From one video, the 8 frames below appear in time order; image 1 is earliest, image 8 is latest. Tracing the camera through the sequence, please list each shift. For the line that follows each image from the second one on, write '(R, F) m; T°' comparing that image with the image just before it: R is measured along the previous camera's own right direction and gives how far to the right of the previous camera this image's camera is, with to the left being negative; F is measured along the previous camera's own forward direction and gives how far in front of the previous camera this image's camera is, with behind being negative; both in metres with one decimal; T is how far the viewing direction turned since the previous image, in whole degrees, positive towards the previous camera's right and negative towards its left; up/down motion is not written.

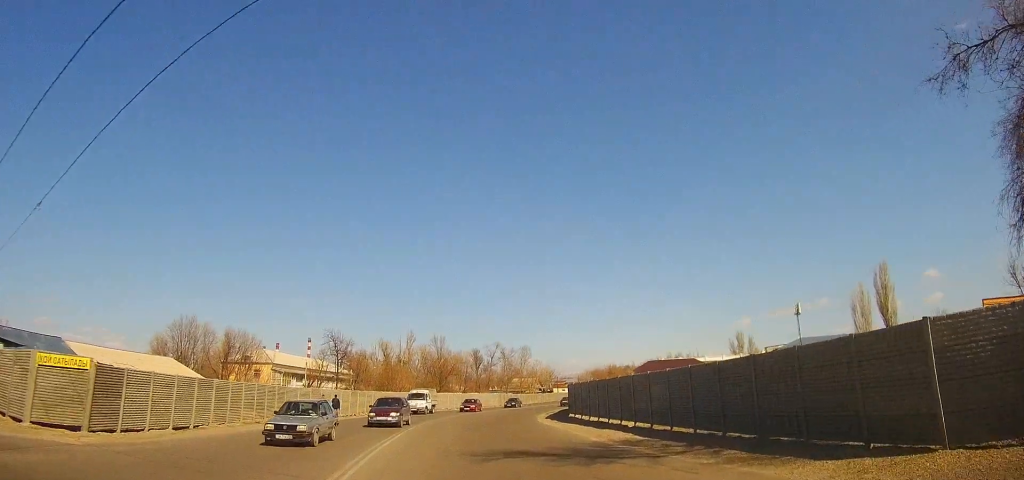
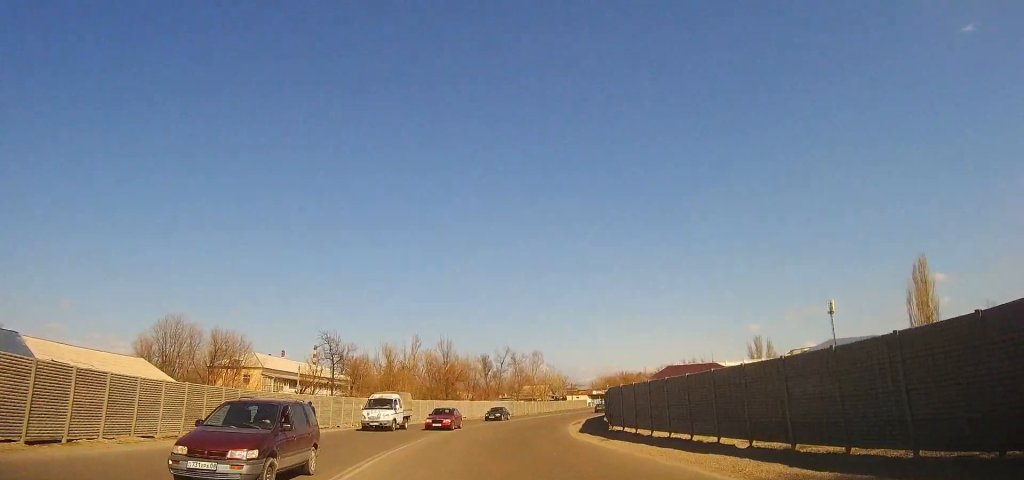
(-0.4, +9.0) m; -3°
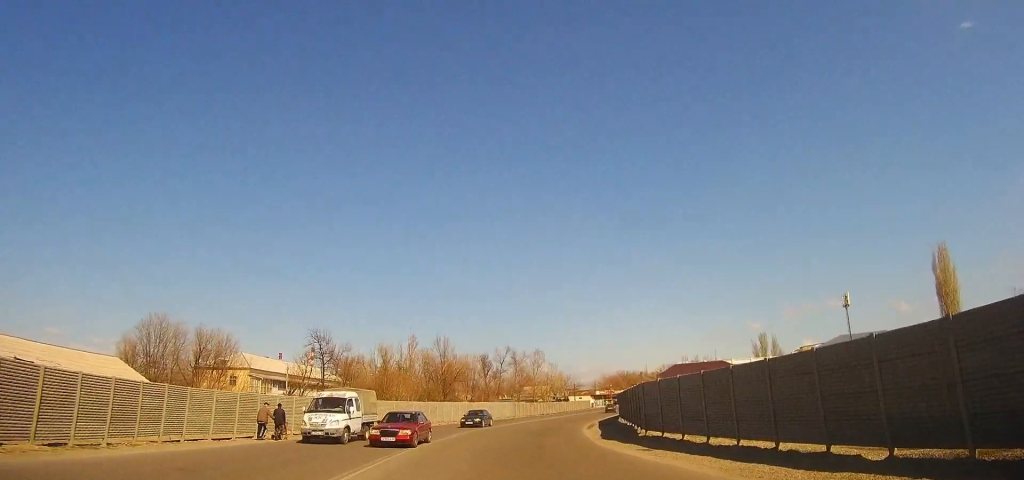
(-0.1, +5.3) m; 0°
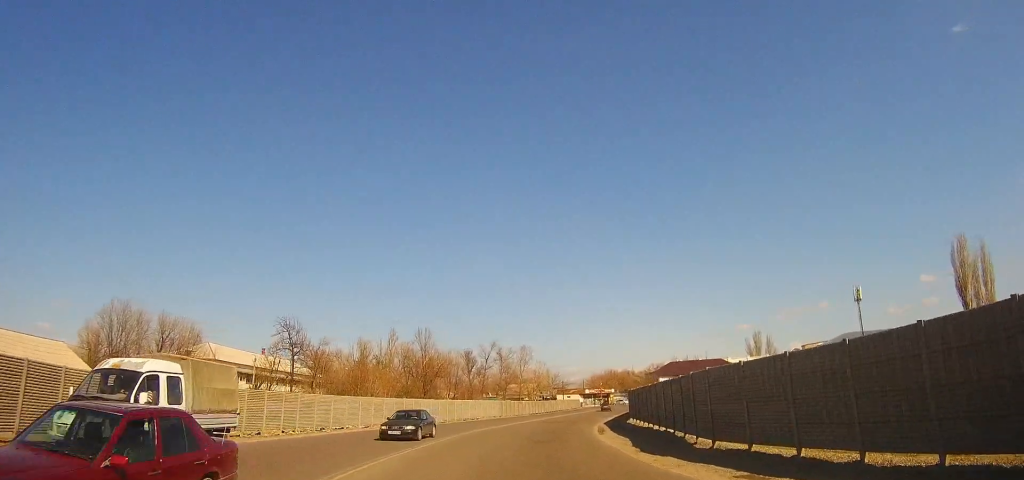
(+0.1, +7.7) m; +1°
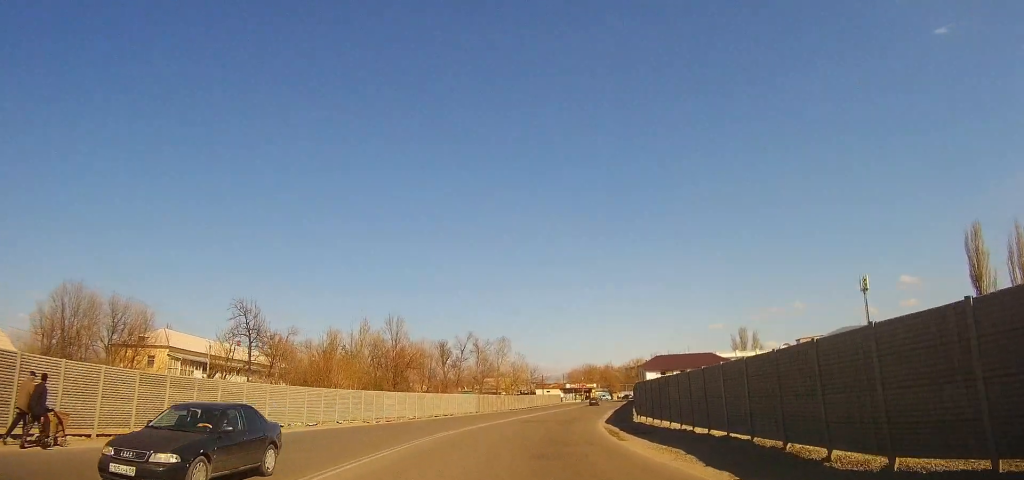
(+0.1, +7.7) m; +2°
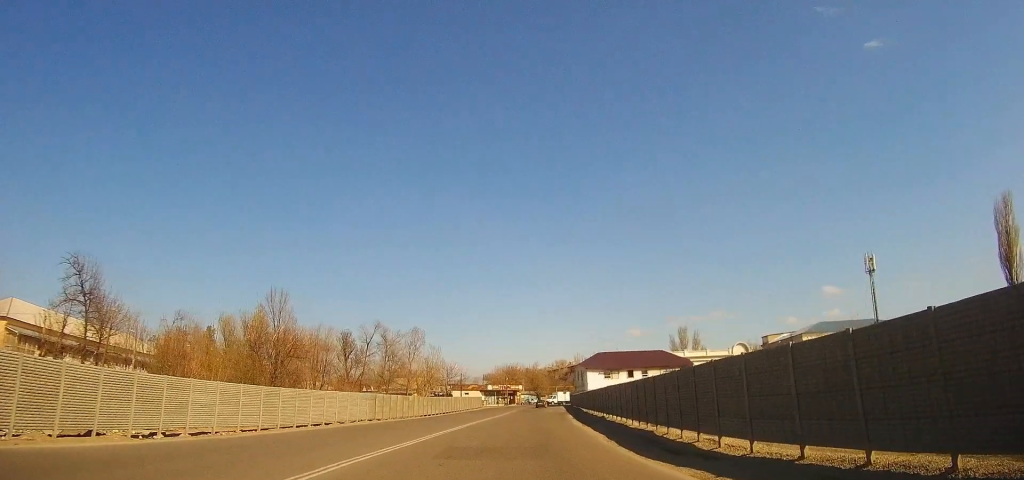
(+1.0, +19.9) m; +8°
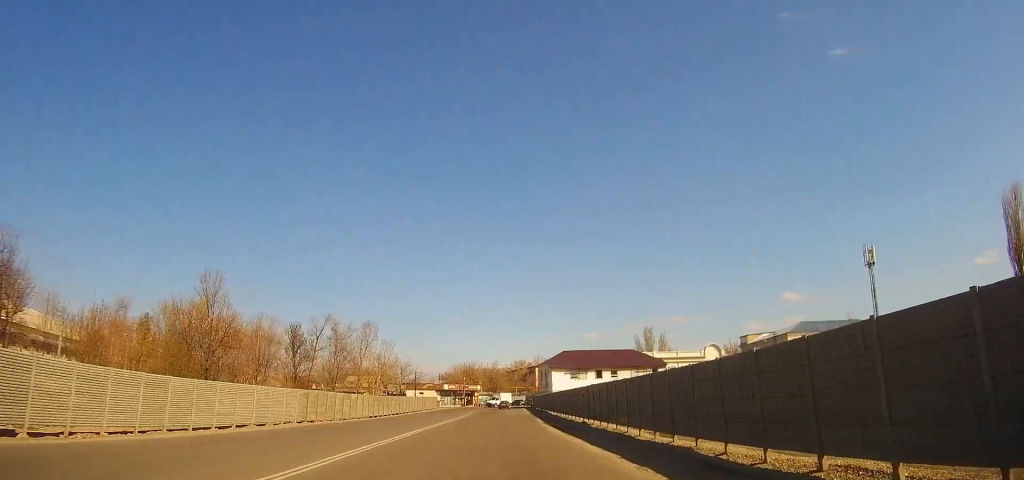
(+0.4, +8.1) m; +4°
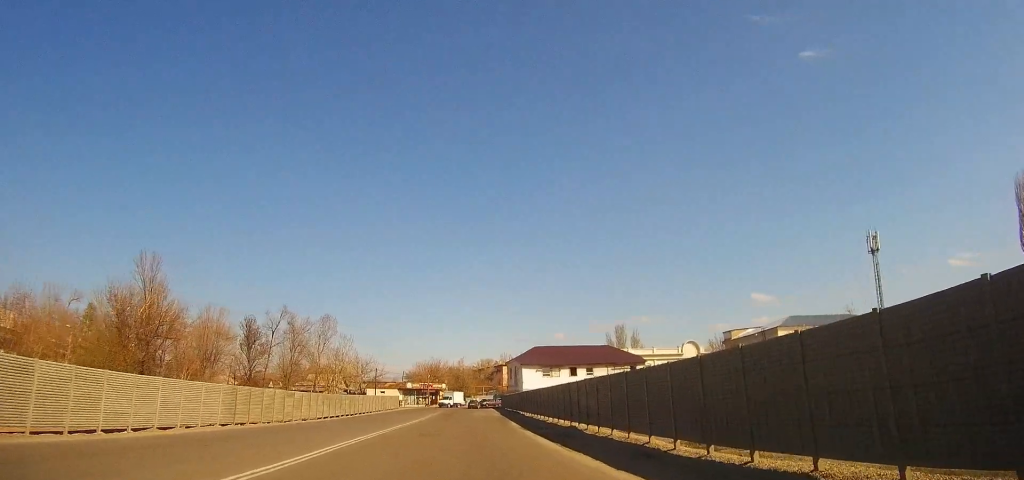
(+0.1, +6.6) m; +3°
